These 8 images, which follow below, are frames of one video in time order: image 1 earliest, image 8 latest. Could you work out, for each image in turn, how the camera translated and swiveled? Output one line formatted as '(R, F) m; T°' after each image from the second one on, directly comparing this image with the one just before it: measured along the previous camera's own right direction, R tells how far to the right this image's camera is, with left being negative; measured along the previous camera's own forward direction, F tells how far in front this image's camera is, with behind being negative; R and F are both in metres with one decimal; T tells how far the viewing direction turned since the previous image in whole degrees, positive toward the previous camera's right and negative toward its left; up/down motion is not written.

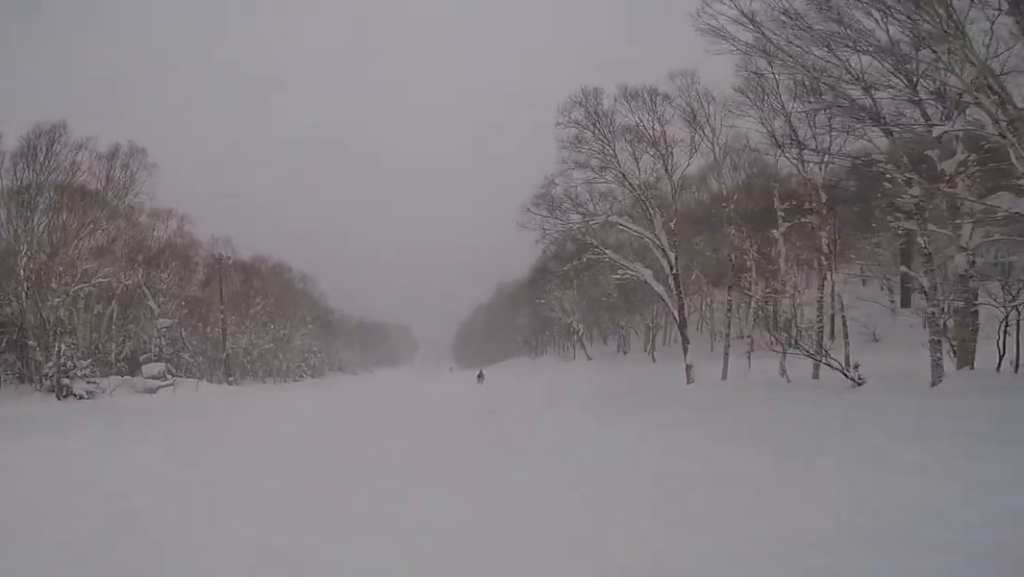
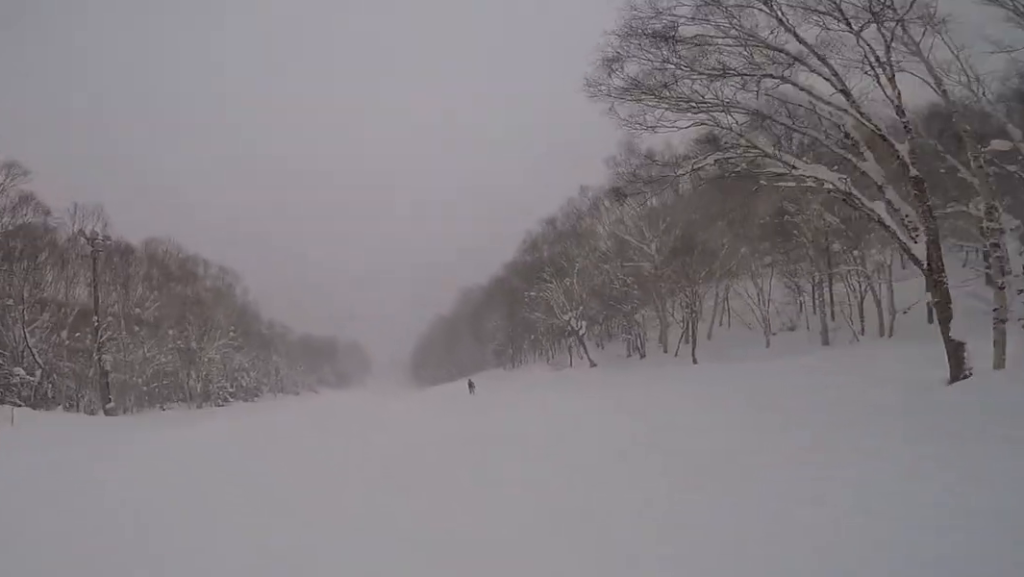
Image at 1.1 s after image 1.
(+0.5, +11.7) m; +6°
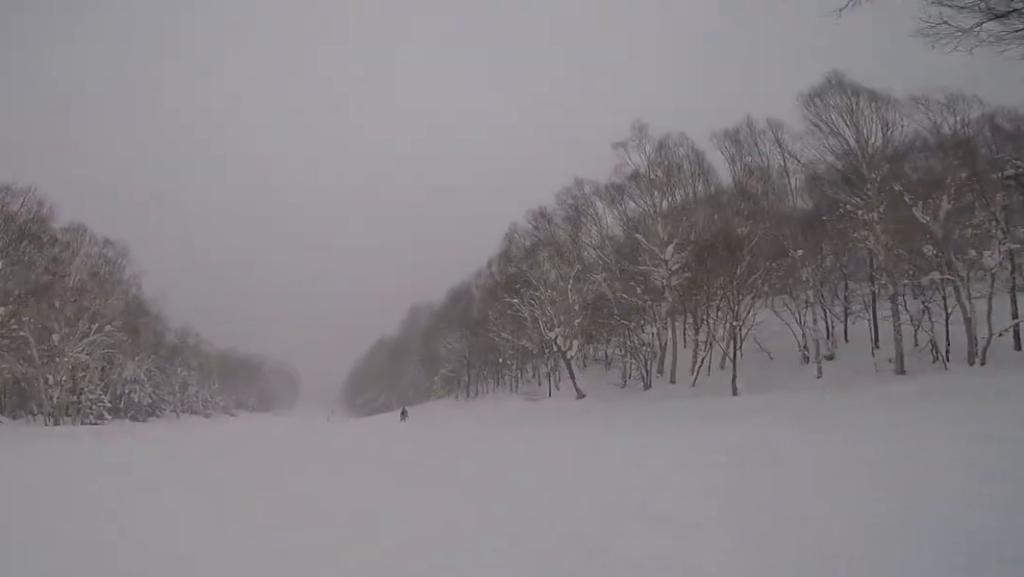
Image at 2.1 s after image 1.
(+0.4, +9.9) m; +3°
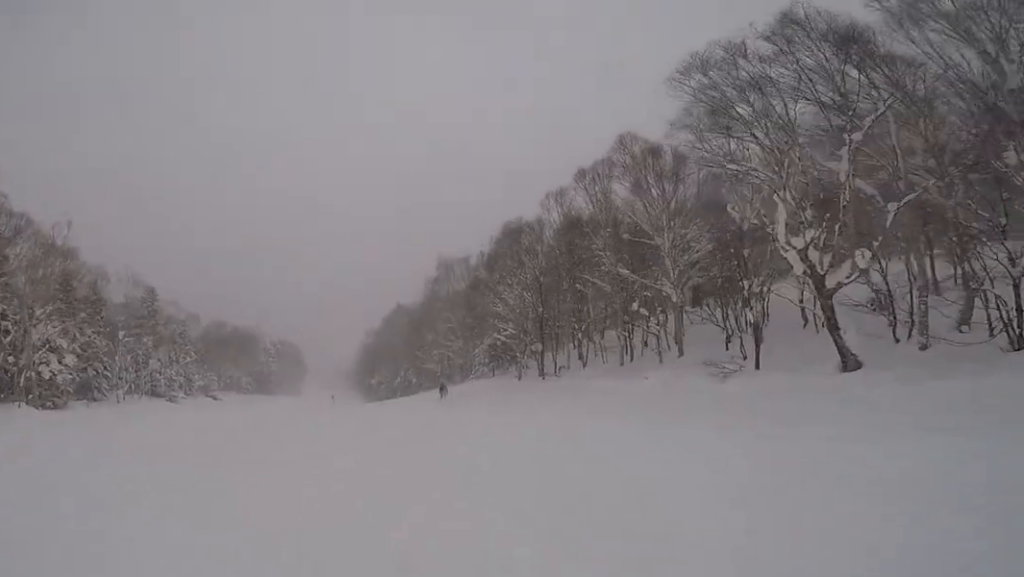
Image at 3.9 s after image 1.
(+0.6, +18.0) m; +2°
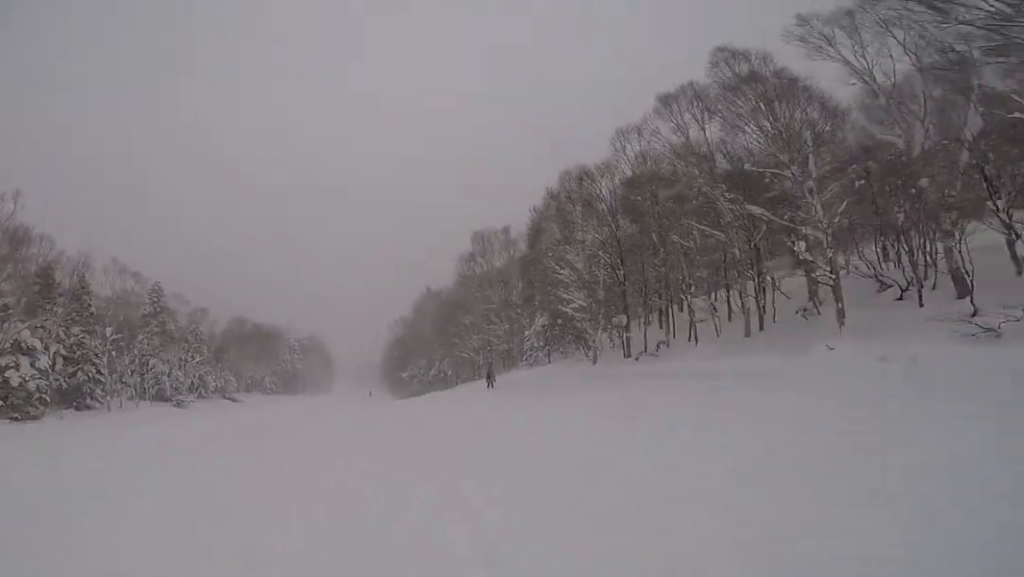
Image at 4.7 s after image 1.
(0.0, +7.6) m; -5°
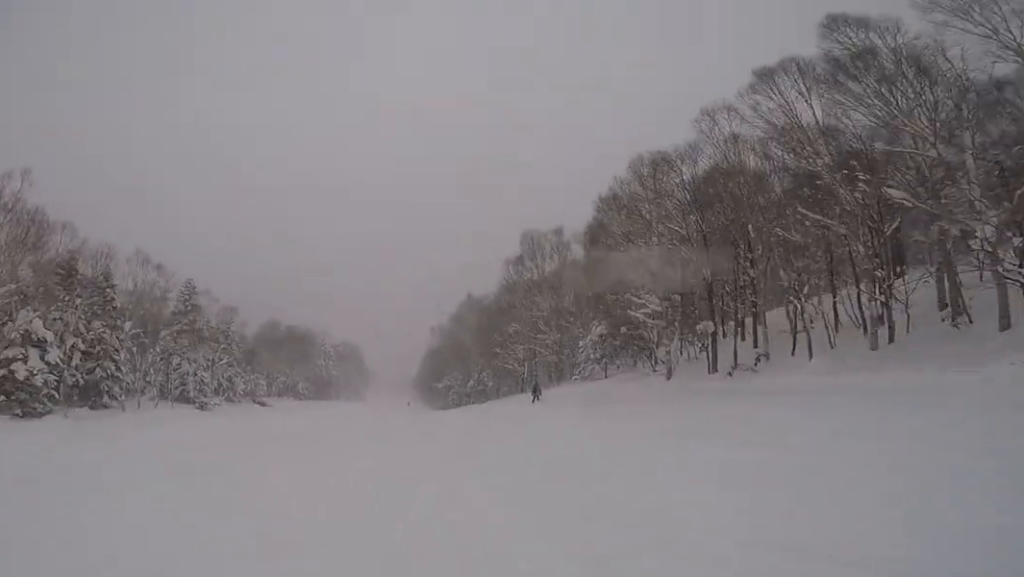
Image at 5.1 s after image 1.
(-0.5, +3.6) m; 0°
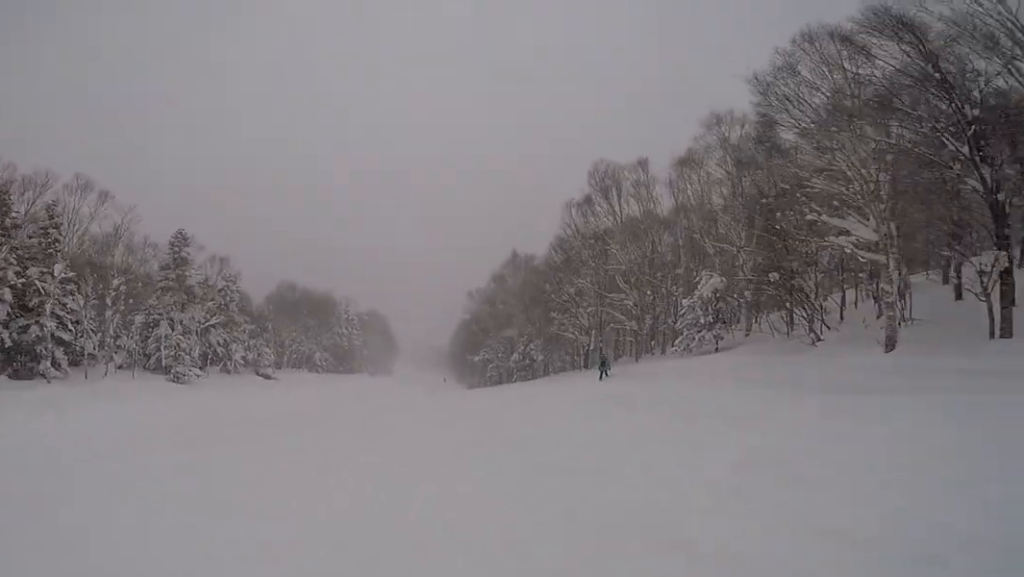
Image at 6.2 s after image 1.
(+0.3, +10.3) m; +5°
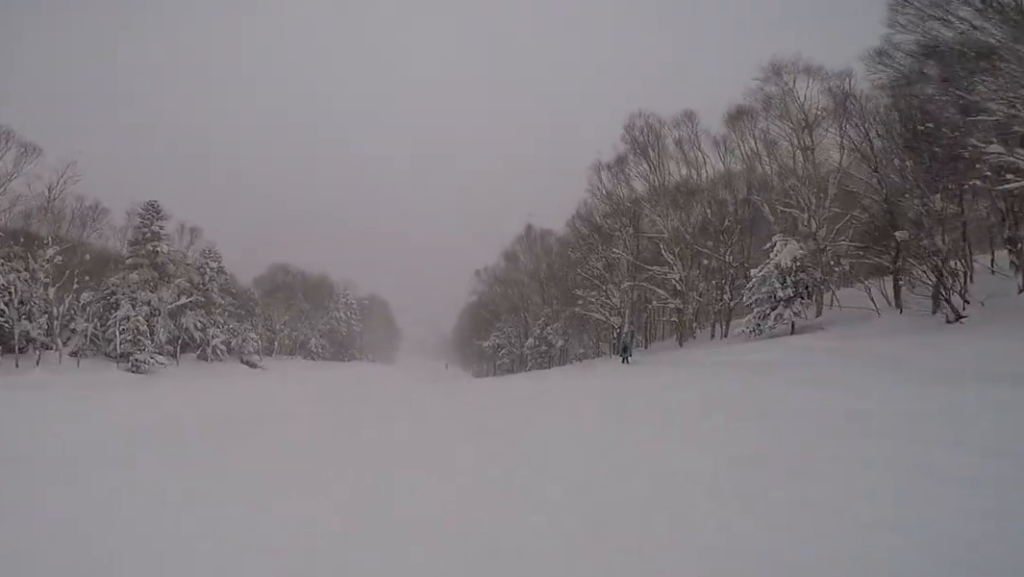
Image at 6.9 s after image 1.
(+0.2, +5.7) m; 0°
